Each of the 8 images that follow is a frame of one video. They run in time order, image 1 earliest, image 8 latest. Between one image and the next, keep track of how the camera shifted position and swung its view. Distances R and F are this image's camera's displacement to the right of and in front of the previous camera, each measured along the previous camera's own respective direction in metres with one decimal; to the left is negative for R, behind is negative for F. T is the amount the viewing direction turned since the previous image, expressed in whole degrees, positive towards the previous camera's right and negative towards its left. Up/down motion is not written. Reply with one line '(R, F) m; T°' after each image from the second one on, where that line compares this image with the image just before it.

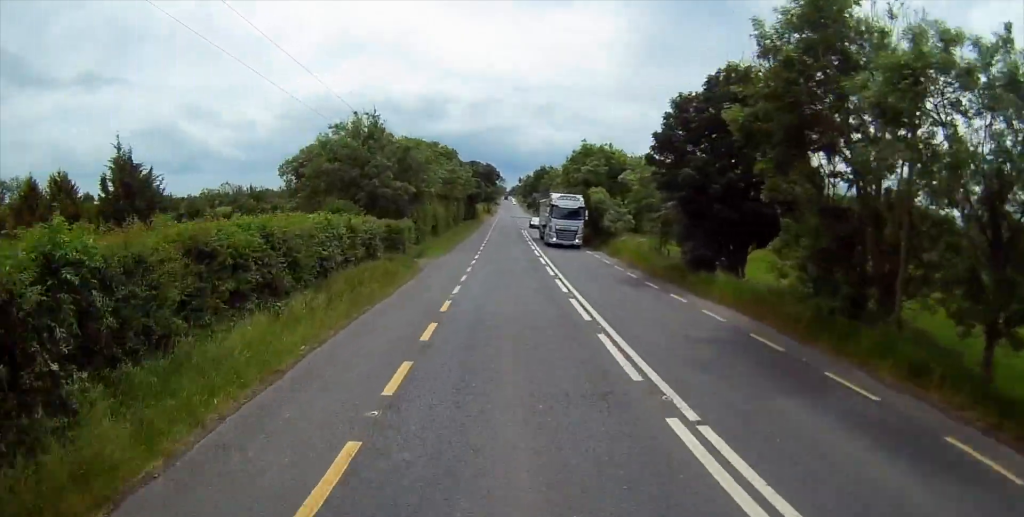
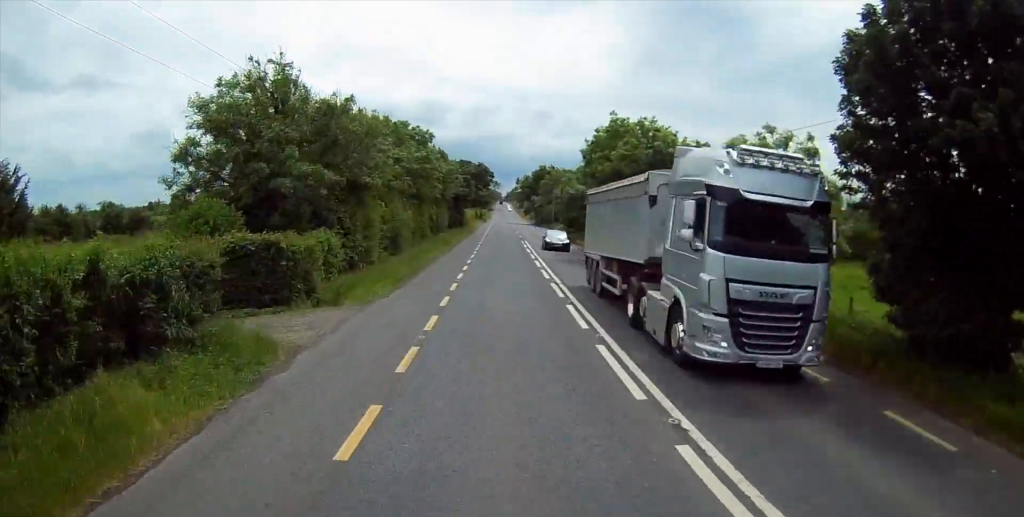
(+0.2, +18.1) m; 0°
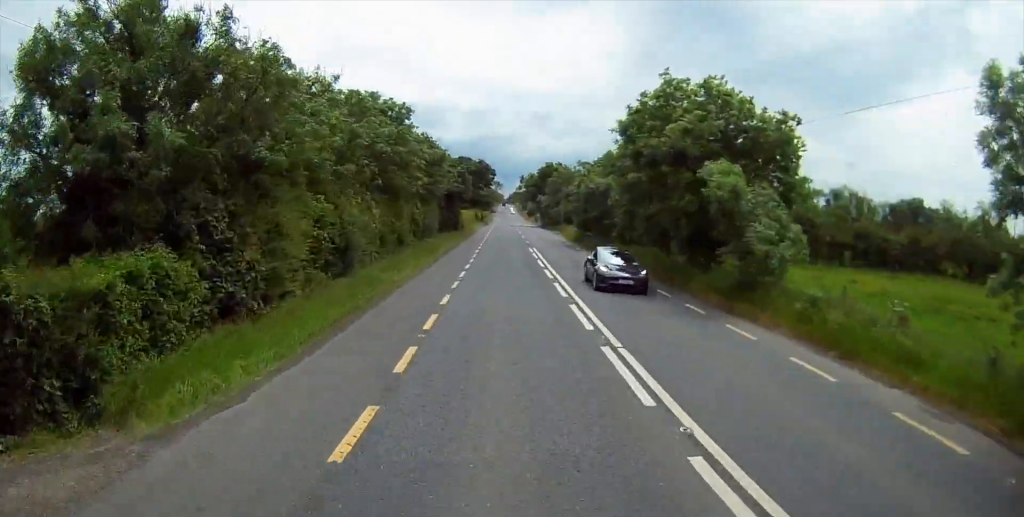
(+0.1, +12.1) m; 0°
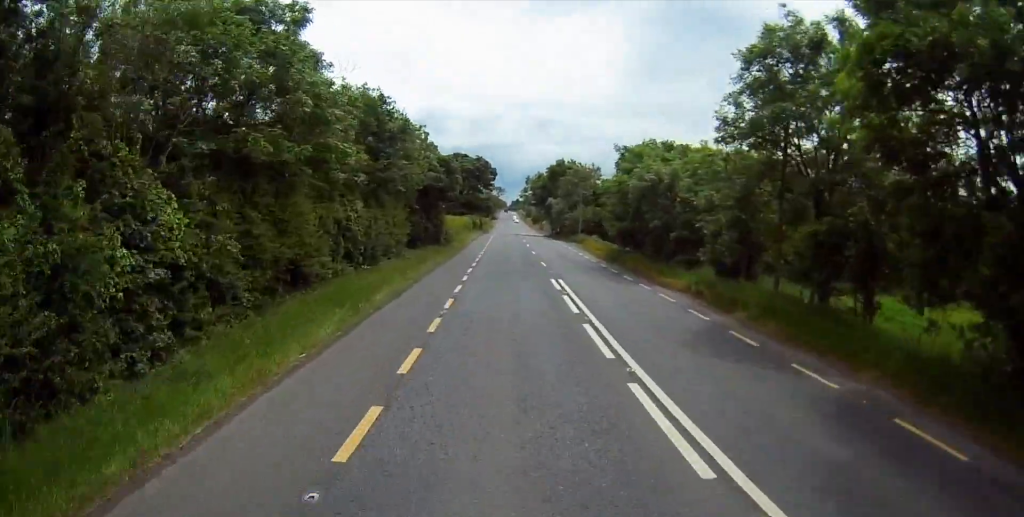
(-0.3, +19.9) m; 0°
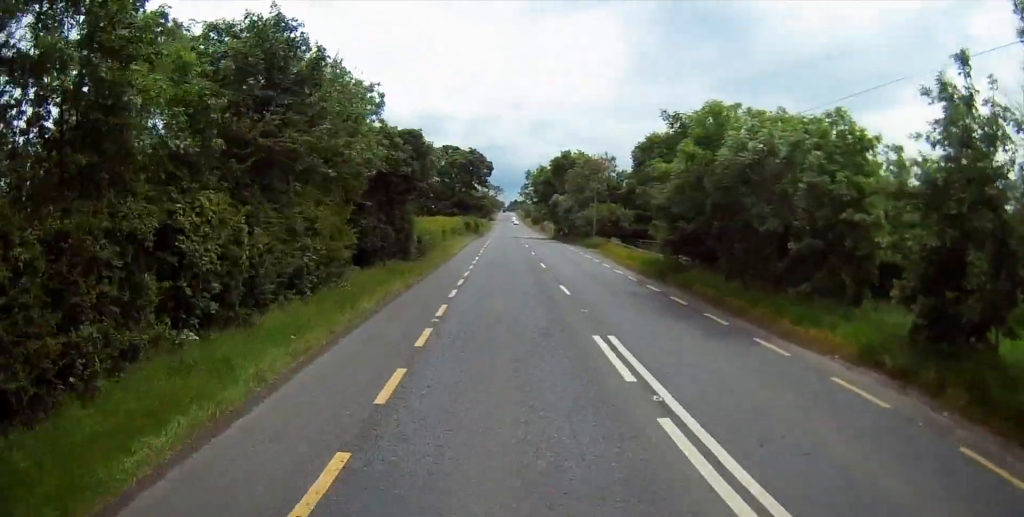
(+0.2, +13.7) m; 0°
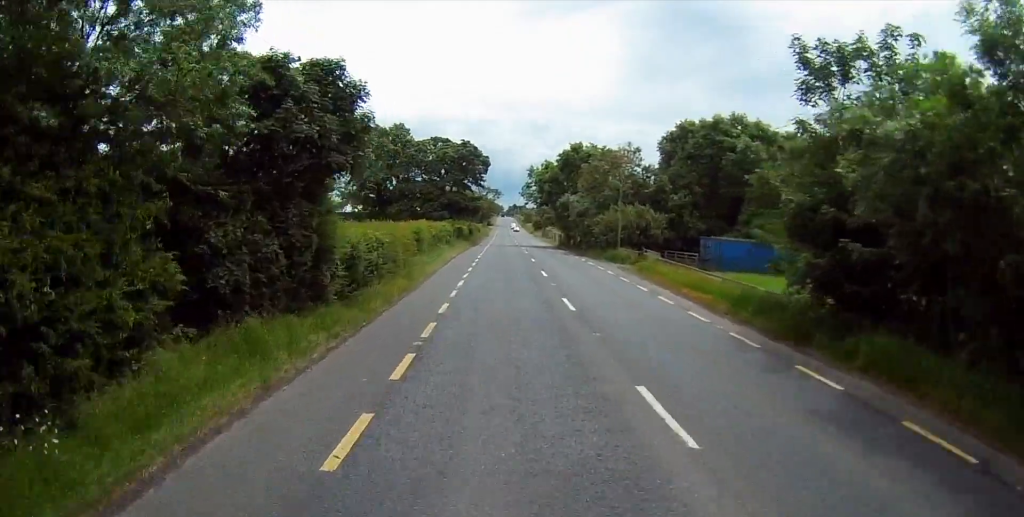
(+0.1, +14.4) m; 0°
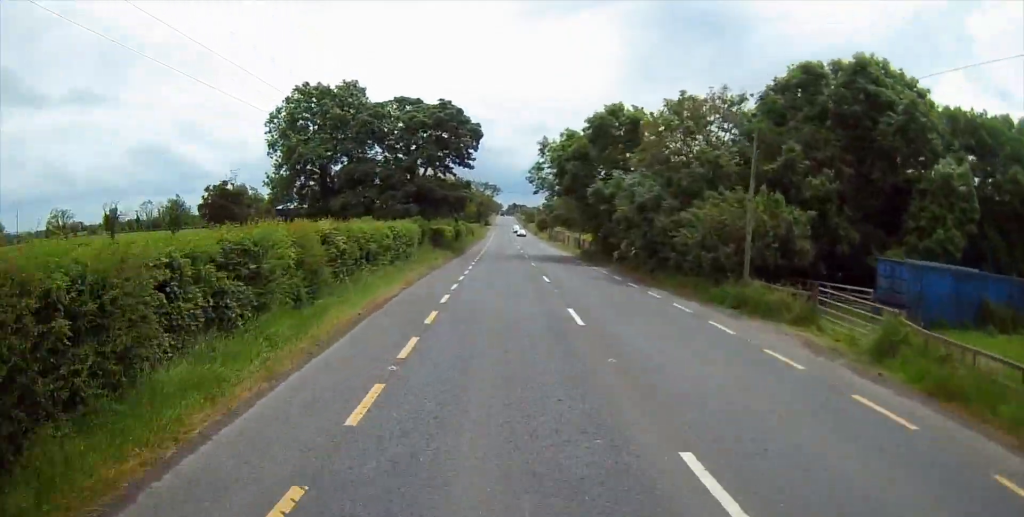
(-0.2, +26.5) m; -1°
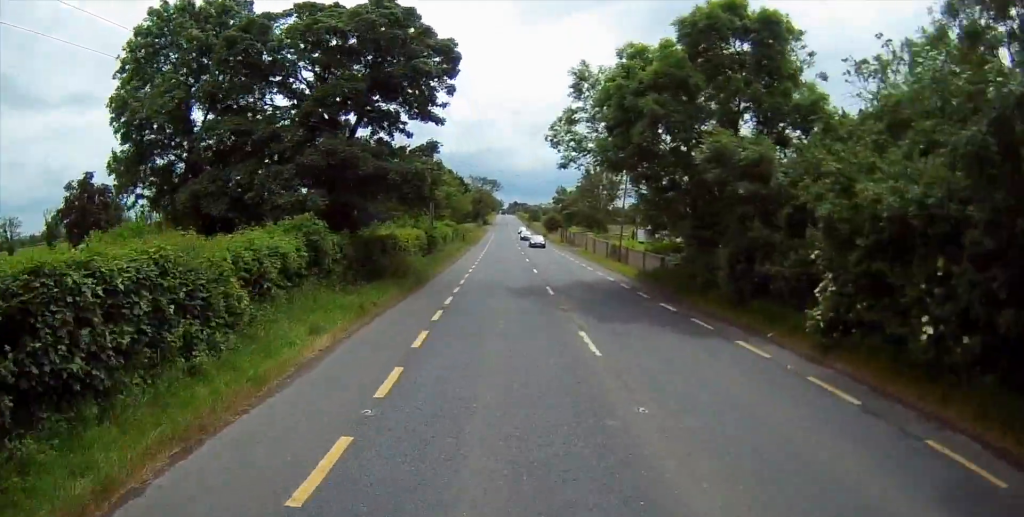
(-0.1, +26.3) m; 0°
